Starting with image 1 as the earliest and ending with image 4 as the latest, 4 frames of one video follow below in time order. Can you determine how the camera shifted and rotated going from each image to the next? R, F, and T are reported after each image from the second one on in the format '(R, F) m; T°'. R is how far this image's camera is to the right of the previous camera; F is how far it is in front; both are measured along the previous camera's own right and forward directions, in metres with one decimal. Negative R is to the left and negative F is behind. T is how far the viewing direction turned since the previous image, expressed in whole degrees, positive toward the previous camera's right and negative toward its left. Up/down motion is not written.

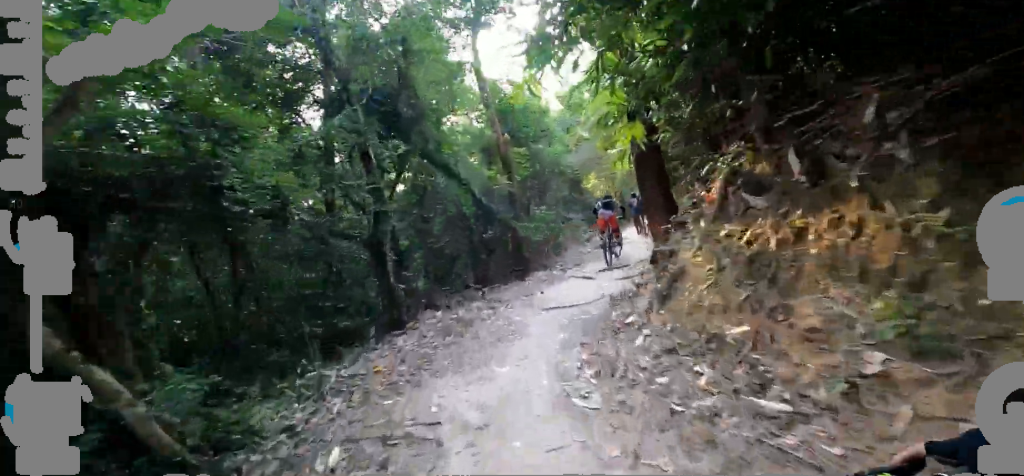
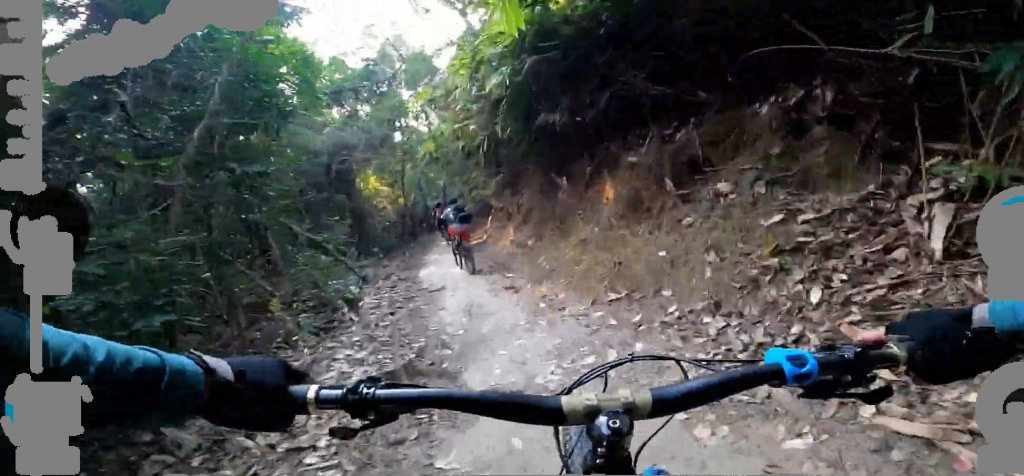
(+2.0, +10.7) m; 0°
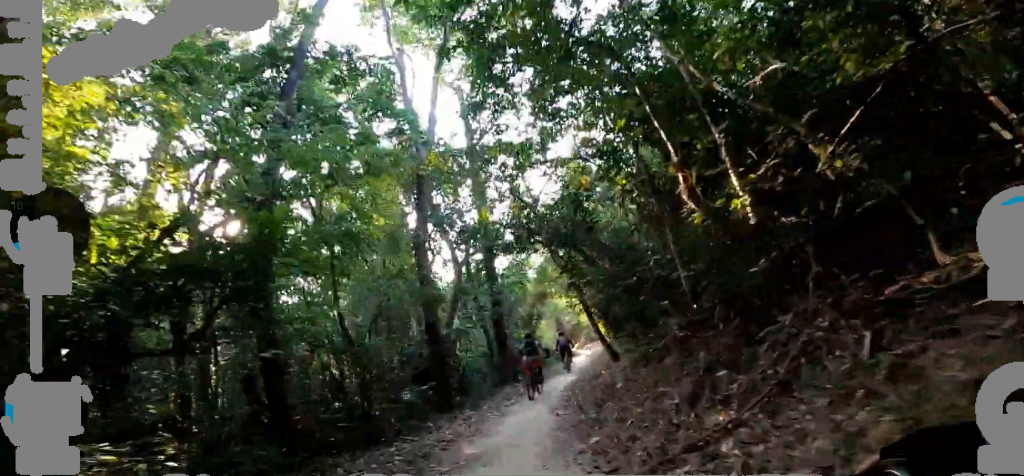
(+0.2, +16.3) m; 0°
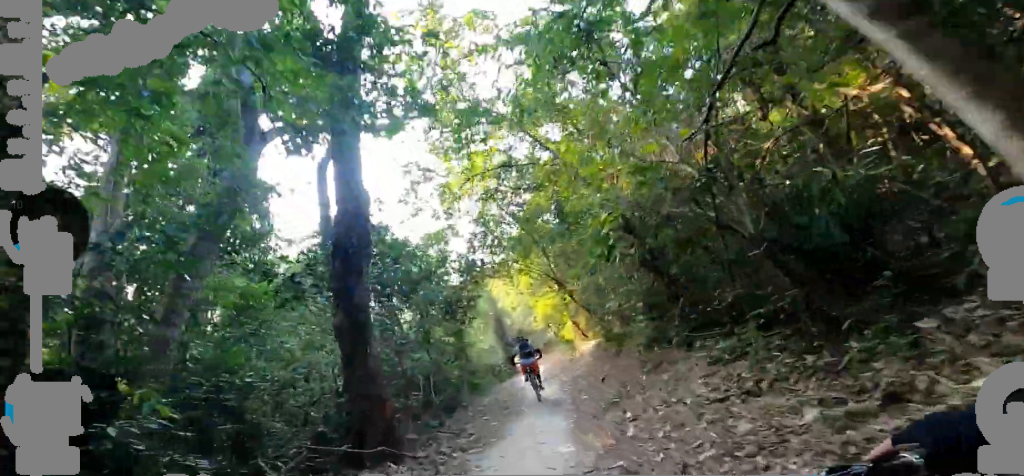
(-1.2, +3.6) m; -9°
